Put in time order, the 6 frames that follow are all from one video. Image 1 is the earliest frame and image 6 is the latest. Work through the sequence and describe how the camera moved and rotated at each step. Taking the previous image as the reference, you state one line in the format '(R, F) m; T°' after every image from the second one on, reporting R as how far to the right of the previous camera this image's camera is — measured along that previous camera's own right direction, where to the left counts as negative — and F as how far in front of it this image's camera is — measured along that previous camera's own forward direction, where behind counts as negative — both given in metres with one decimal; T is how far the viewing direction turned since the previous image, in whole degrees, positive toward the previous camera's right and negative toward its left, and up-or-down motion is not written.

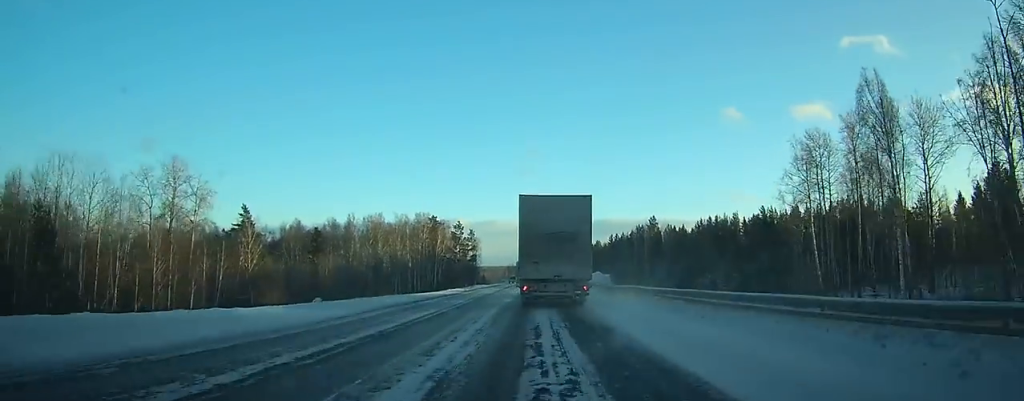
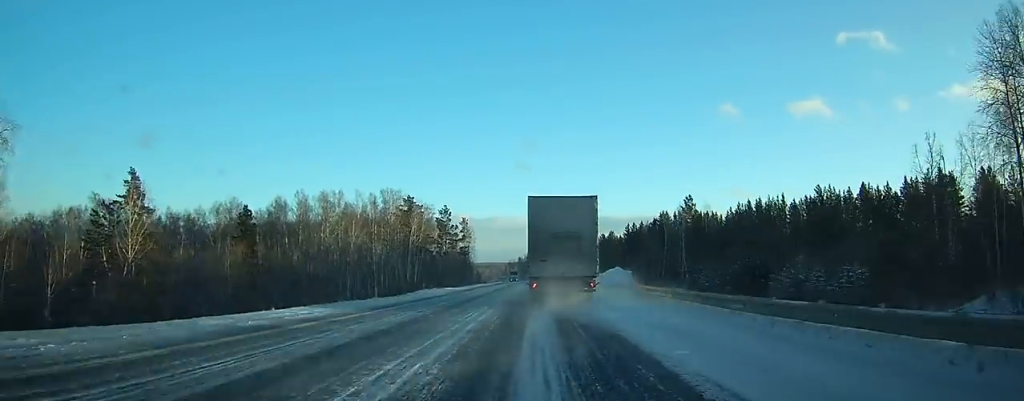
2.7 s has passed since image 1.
(+0.2, +38.9) m; 0°
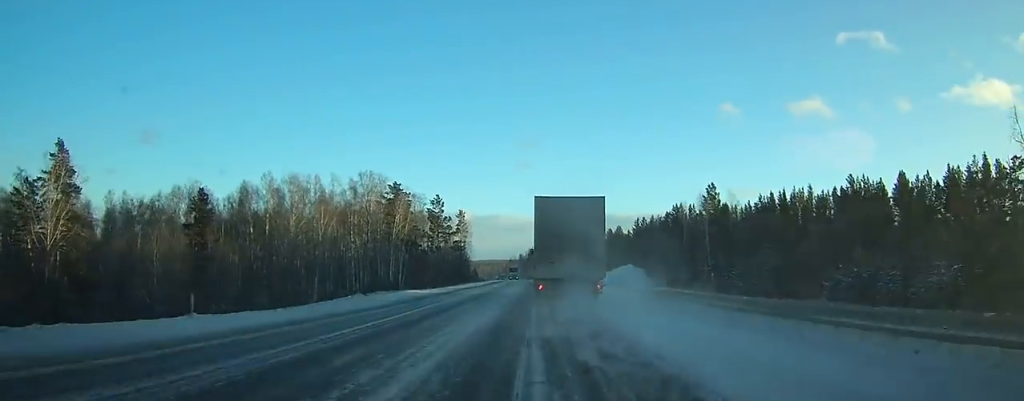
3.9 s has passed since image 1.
(0.0, +16.4) m; 0°
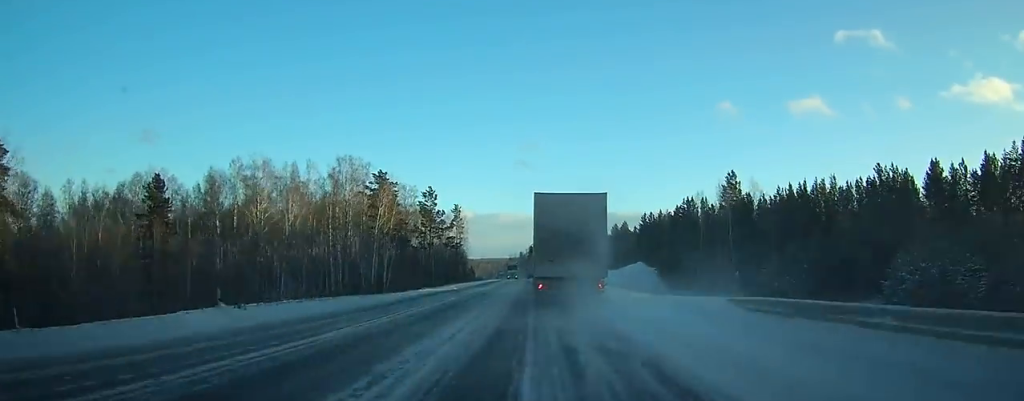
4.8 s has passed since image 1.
(-0.1, +12.4) m; 0°
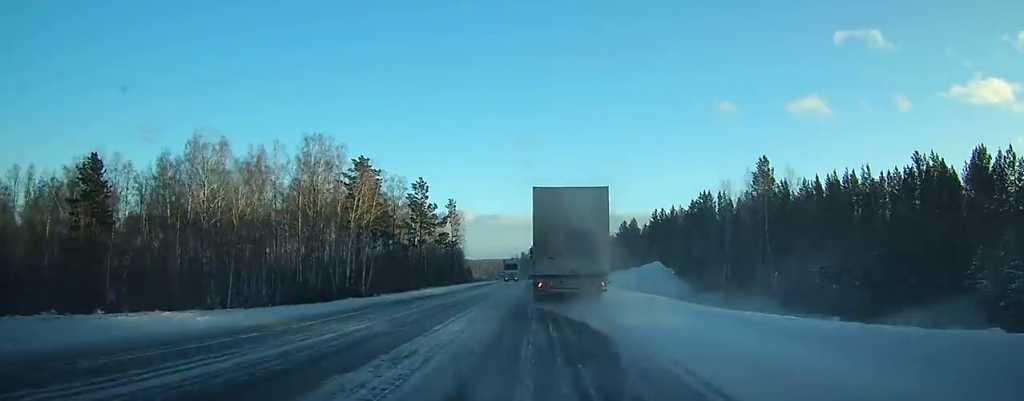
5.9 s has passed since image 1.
(0.0, +14.2) m; 0°
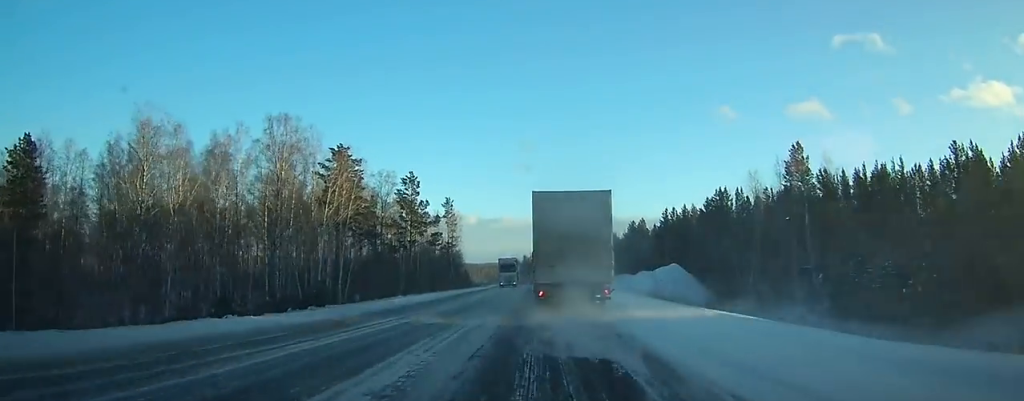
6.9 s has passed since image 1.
(+0.1, +12.1) m; 0°
